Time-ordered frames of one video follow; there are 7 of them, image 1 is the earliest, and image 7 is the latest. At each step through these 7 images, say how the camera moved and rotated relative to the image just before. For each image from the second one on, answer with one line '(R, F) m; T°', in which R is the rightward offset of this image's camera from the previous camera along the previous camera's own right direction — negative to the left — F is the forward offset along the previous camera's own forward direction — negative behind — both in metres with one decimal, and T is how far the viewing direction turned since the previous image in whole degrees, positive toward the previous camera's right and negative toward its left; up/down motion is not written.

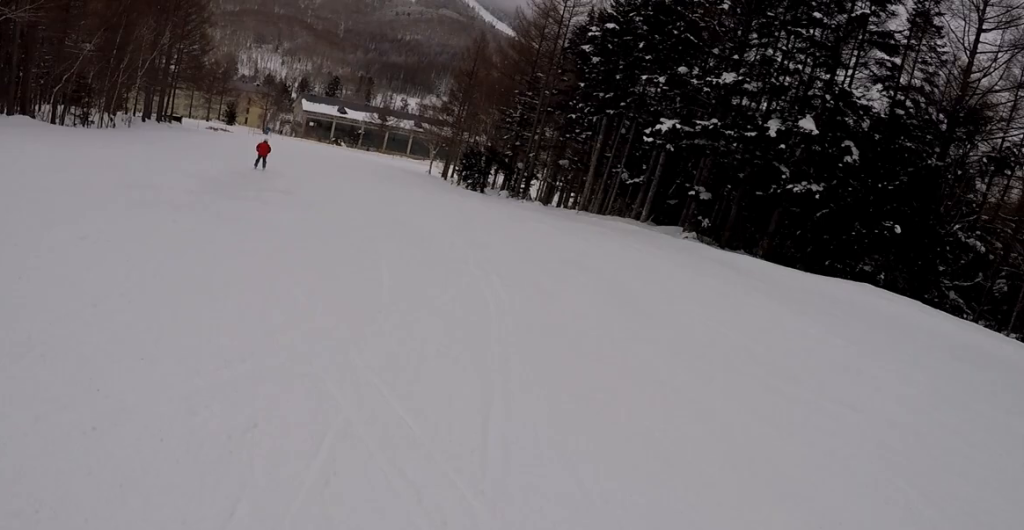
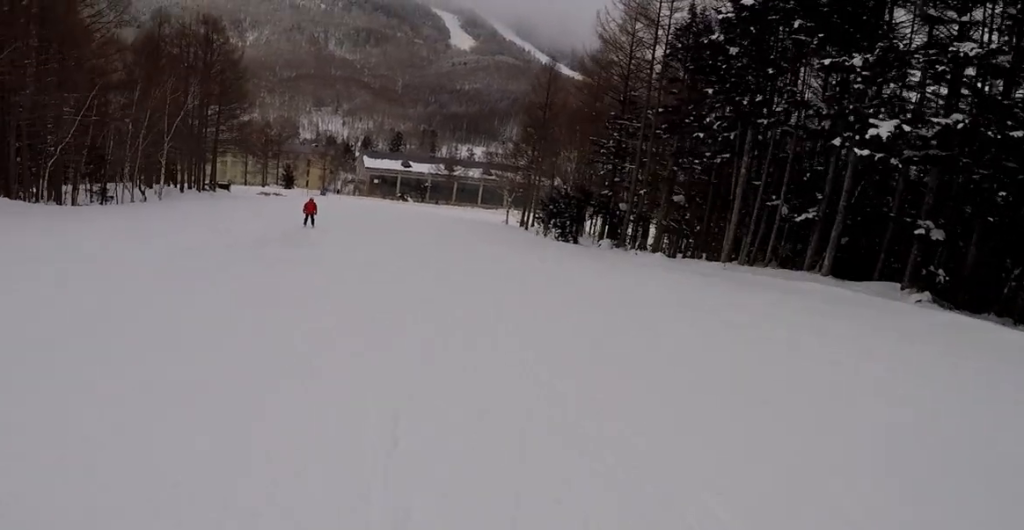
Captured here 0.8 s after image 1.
(-1.0, +10.6) m; -6°
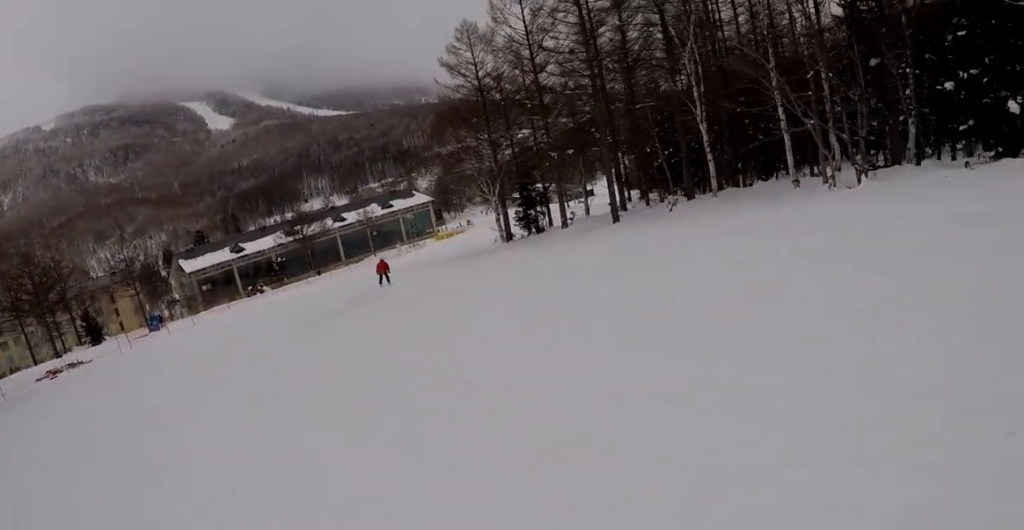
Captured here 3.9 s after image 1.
(-2.0, +42.4) m; +8°
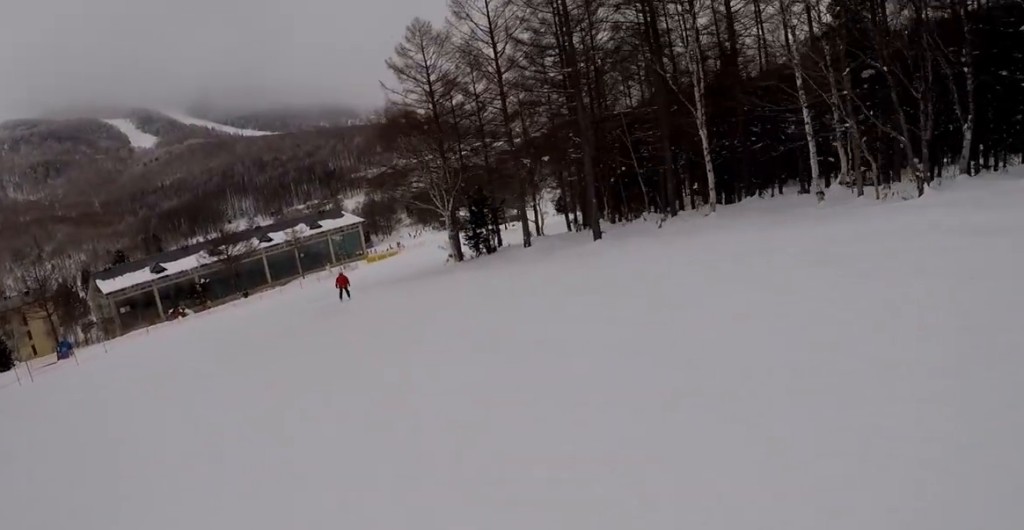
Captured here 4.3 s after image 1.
(+0.1, +5.3) m; +5°
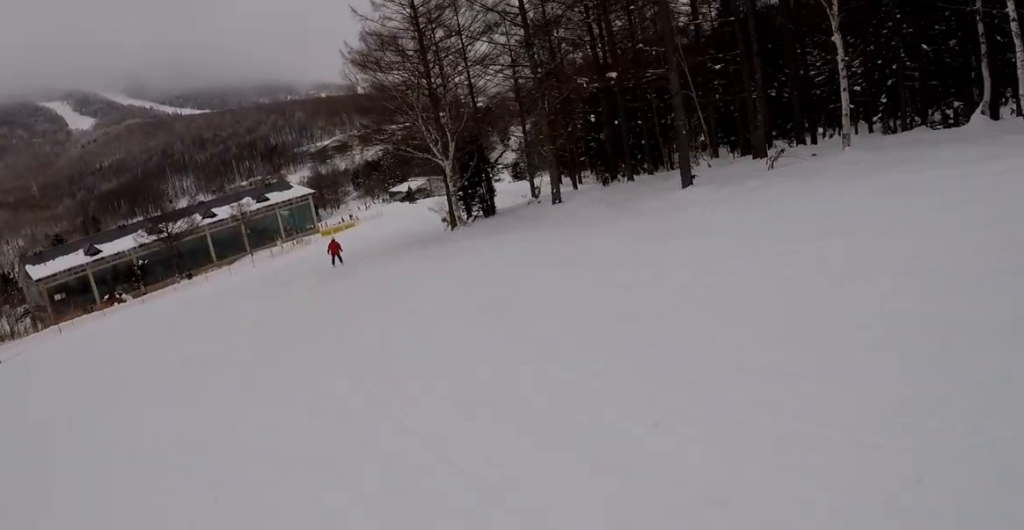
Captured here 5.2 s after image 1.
(+0.8, +10.6) m; +9°
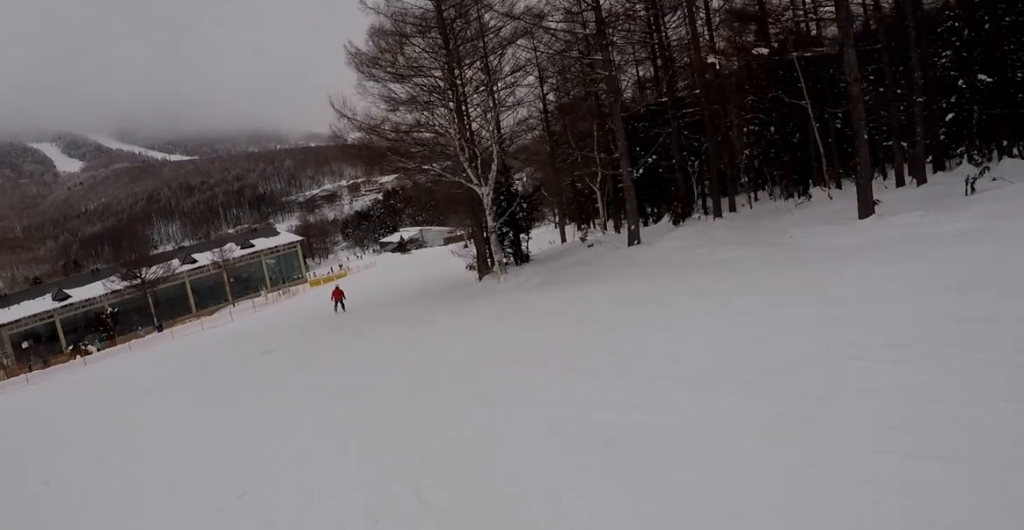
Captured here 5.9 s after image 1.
(+0.8, +9.1) m; +4°
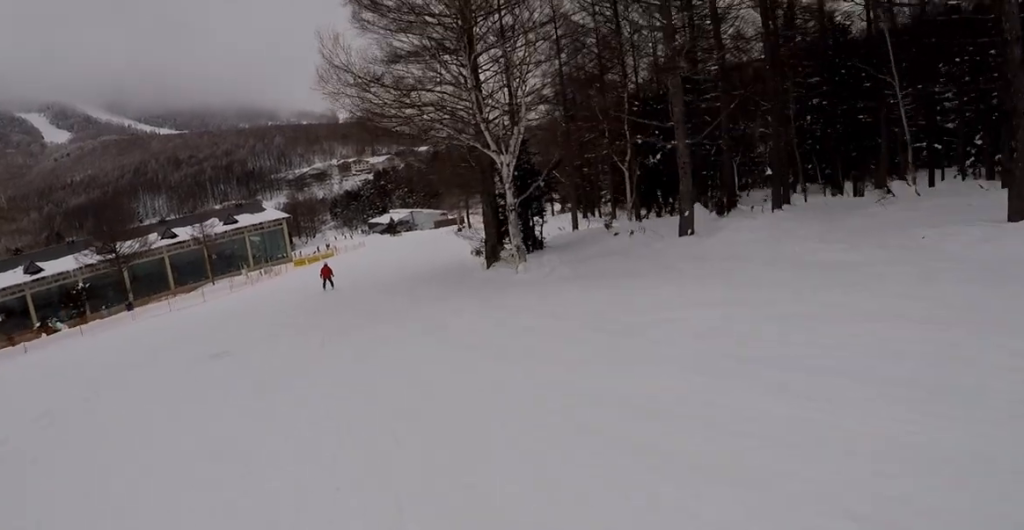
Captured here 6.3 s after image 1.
(+0.2, +5.0) m; +2°
